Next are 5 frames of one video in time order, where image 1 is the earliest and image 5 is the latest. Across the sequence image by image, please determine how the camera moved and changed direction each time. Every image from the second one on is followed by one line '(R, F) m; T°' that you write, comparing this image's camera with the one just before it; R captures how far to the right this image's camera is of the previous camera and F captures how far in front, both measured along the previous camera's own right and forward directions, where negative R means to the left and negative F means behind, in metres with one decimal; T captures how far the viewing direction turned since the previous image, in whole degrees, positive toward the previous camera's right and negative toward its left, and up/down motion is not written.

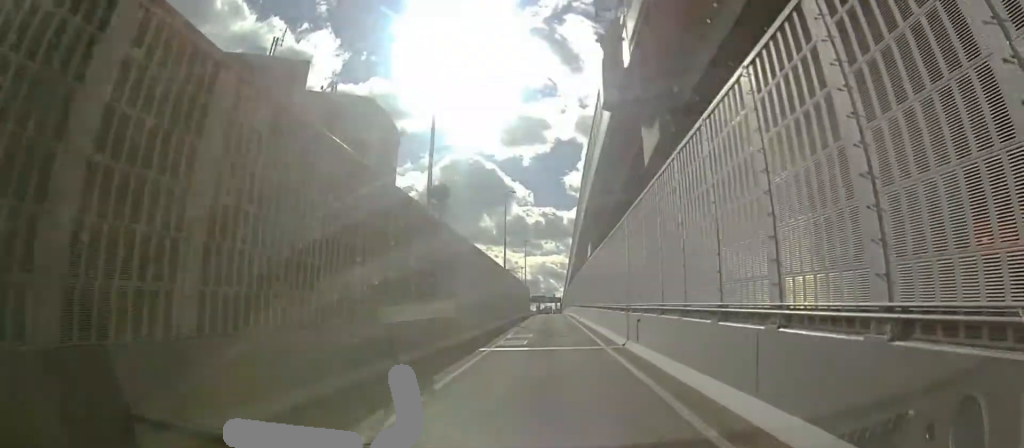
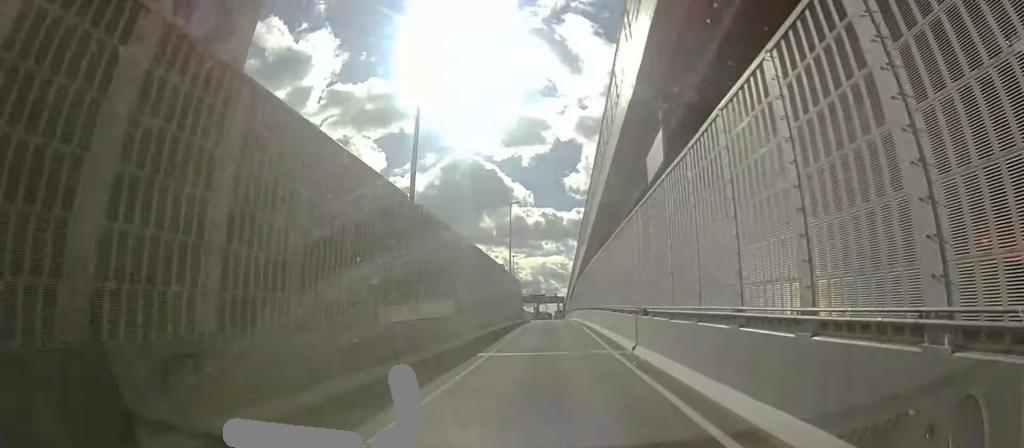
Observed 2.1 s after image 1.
(+0.6, +28.1) m; +1°
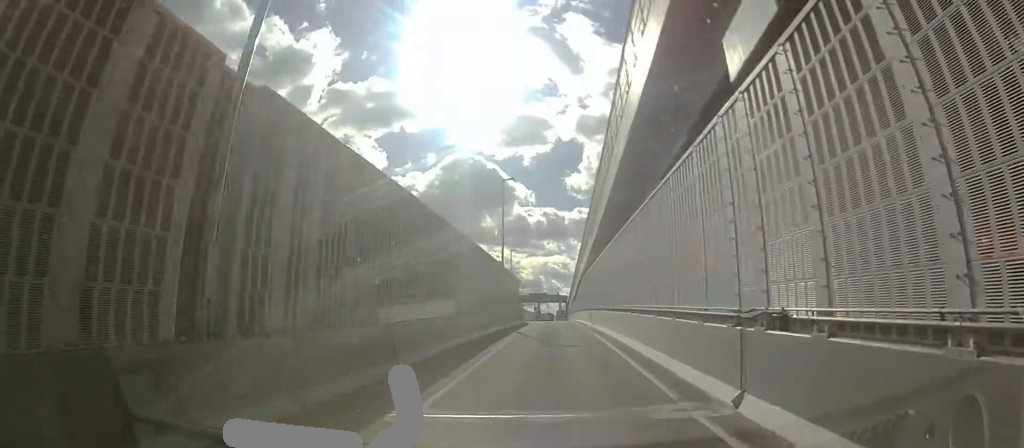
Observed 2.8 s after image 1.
(-0.1, +8.1) m; -1°
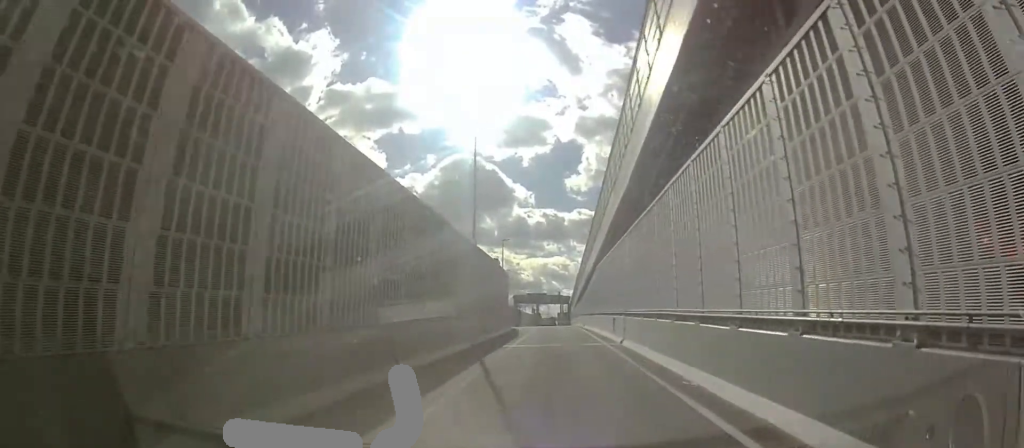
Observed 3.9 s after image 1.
(-0.1, +14.0) m; +1°
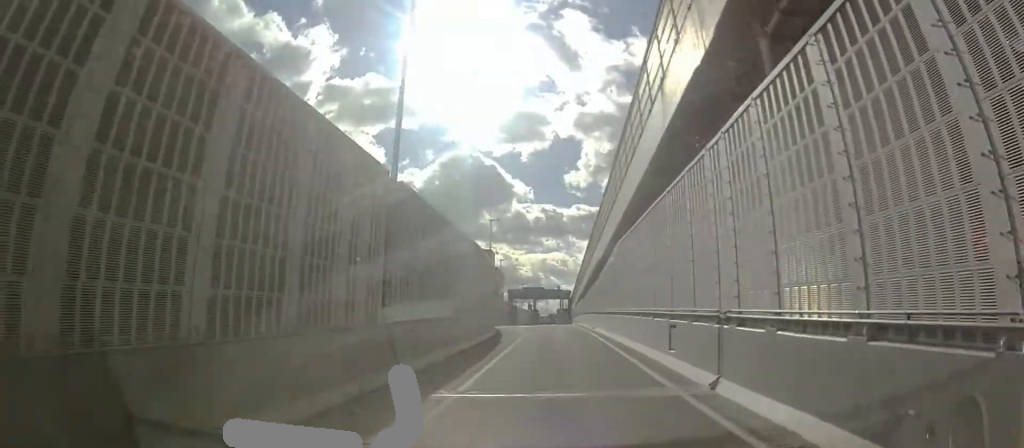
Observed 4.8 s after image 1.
(+0.4, +11.7) m; +1°
